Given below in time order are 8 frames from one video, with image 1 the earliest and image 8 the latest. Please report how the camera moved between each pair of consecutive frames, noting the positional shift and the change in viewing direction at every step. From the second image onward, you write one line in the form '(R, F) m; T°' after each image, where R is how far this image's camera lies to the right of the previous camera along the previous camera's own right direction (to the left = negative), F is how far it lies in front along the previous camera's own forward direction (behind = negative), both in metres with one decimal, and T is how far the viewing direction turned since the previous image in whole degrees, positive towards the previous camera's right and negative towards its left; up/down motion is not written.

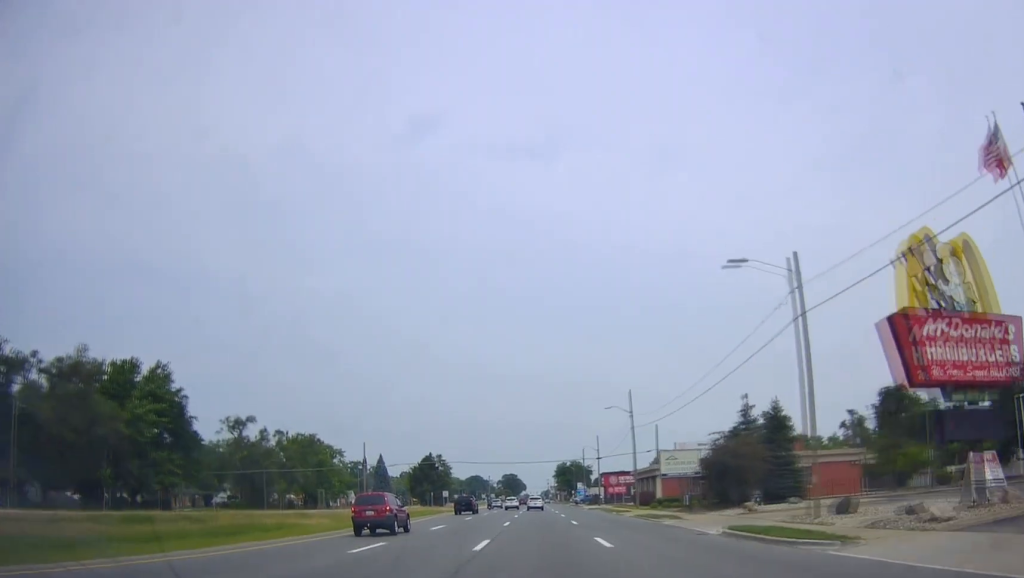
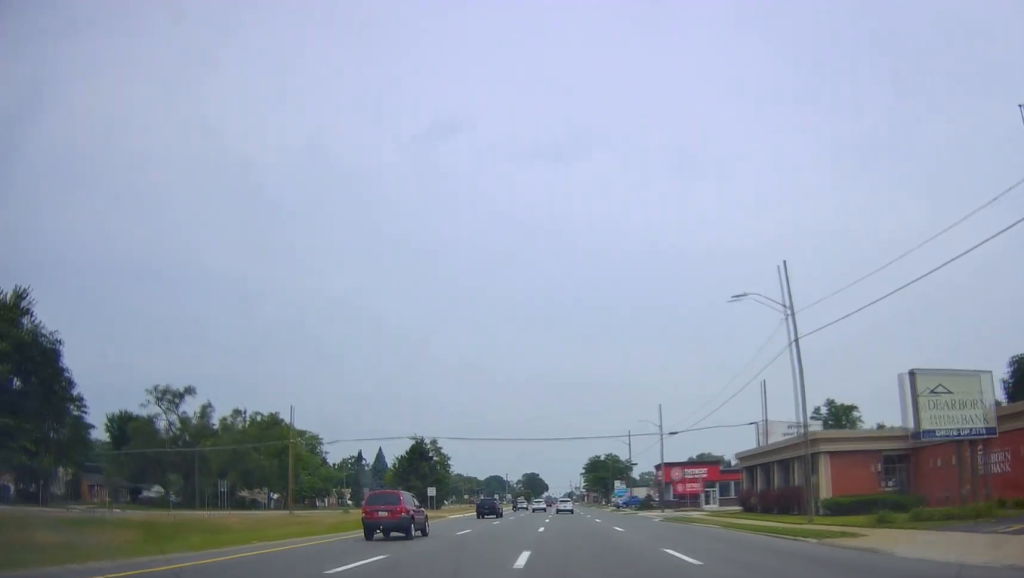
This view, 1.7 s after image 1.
(-0.9, +34.5) m; -2°
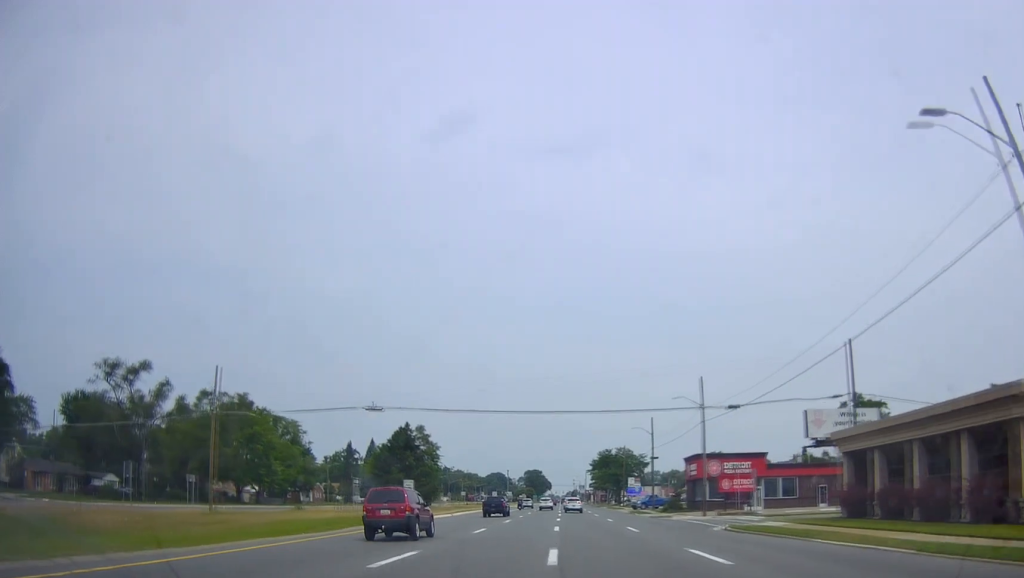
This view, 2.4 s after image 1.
(+0.2, +15.1) m; 0°
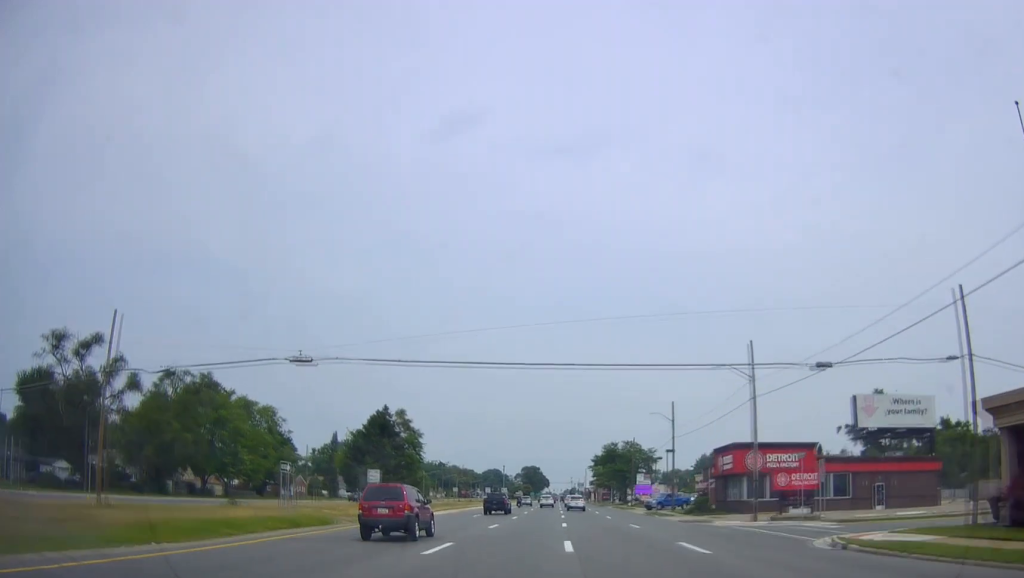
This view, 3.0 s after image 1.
(-0.2, +12.5) m; -1°
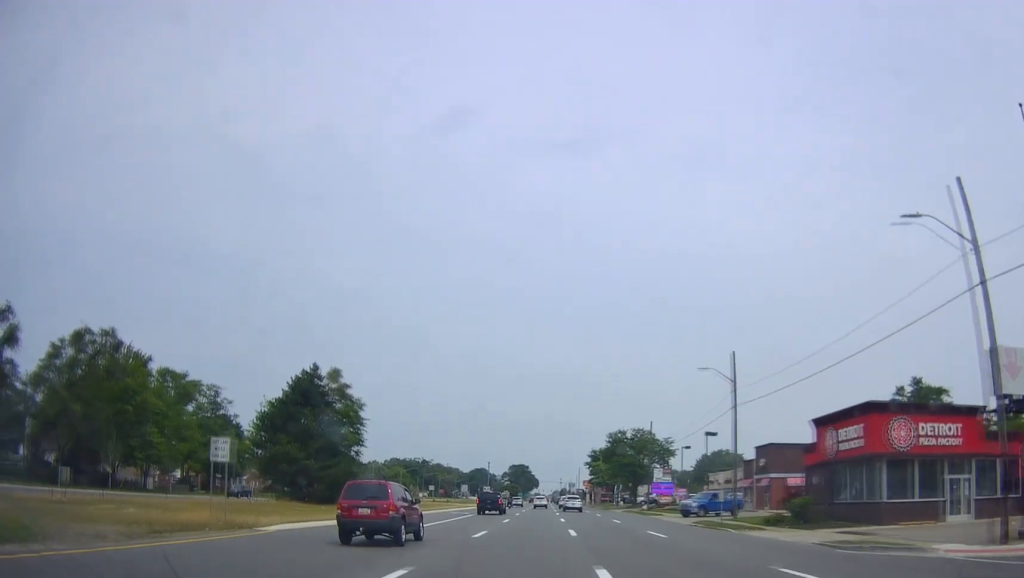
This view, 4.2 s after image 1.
(-0.1, +23.5) m; 0°
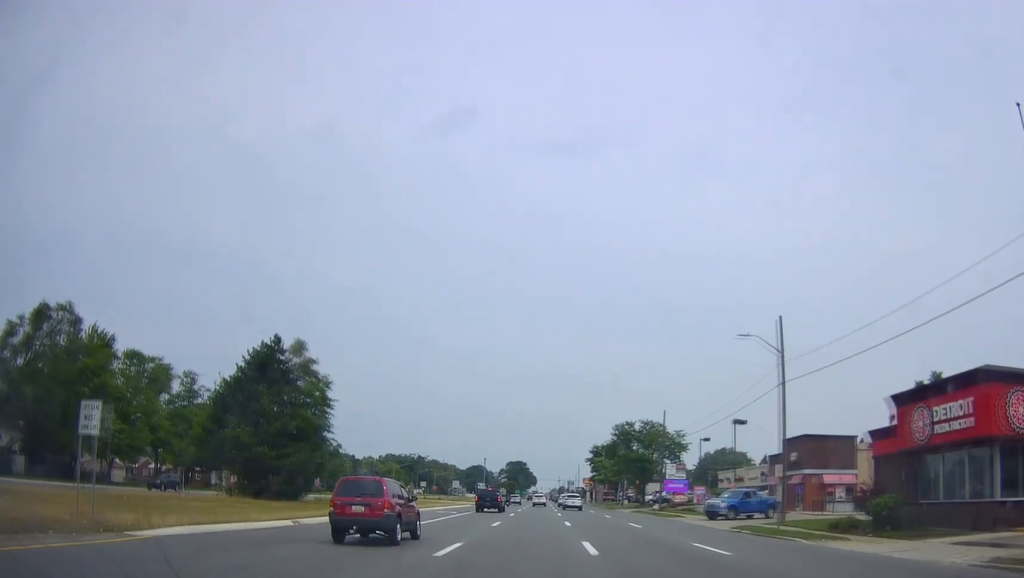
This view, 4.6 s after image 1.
(+0.1, +8.9) m; 0°
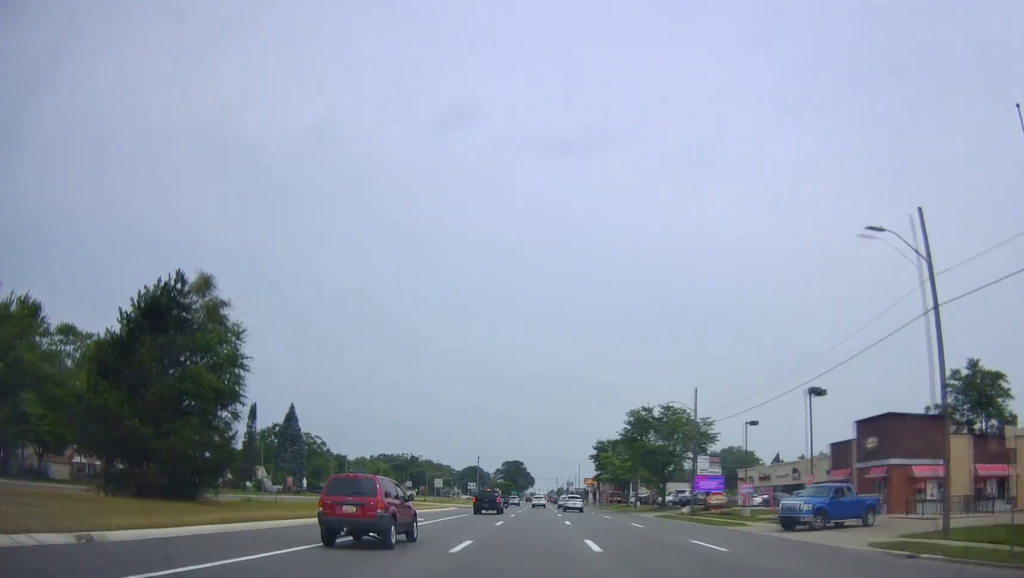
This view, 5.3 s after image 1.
(+0.1, +15.1) m; +1°
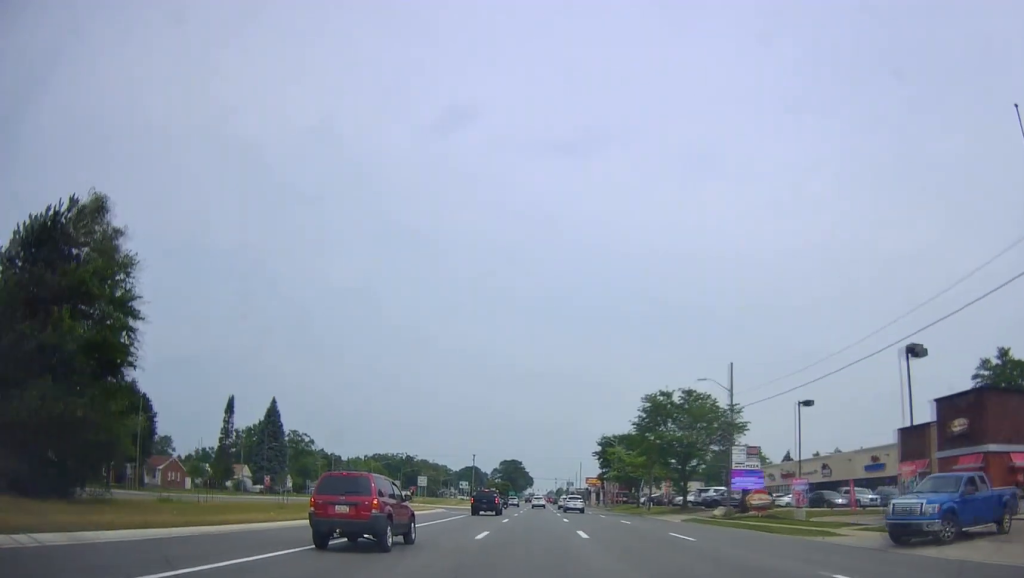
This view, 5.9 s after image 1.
(0.0, +10.8) m; +1°
